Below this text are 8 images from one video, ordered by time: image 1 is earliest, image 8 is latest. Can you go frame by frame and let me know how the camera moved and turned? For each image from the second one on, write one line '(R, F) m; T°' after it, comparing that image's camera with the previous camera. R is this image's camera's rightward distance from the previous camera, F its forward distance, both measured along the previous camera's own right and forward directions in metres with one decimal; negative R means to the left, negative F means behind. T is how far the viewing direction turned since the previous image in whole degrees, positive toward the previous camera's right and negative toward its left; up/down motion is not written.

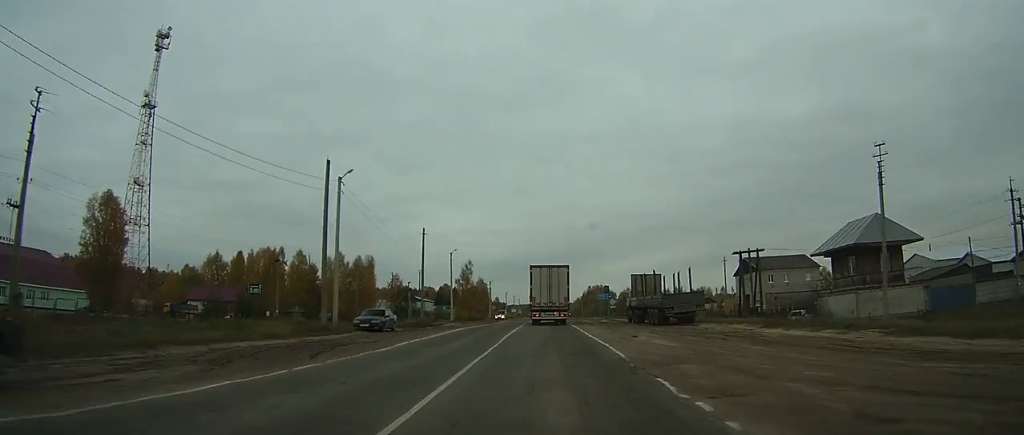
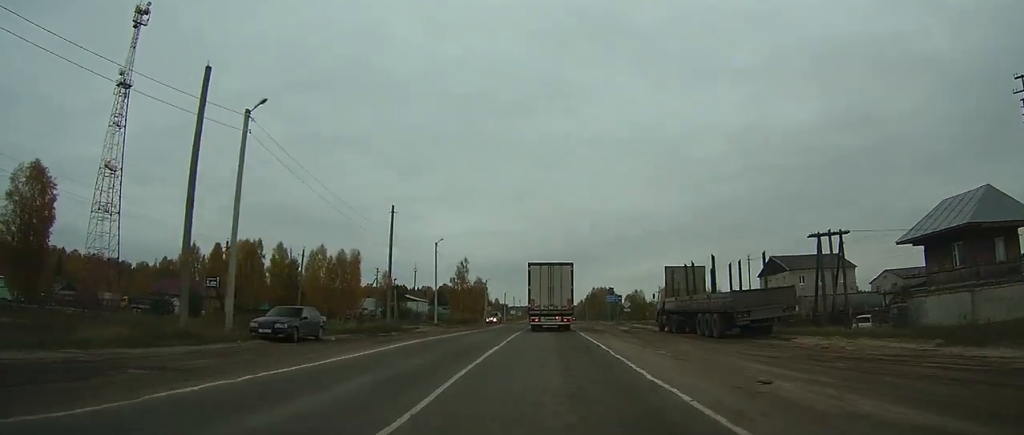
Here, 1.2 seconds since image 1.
(+0.1, +12.3) m; 0°
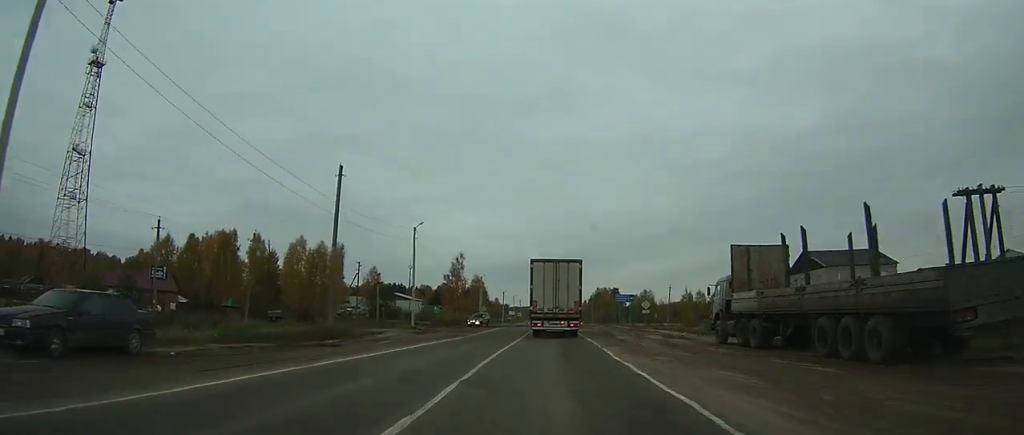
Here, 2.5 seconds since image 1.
(0.0, +12.1) m; 0°
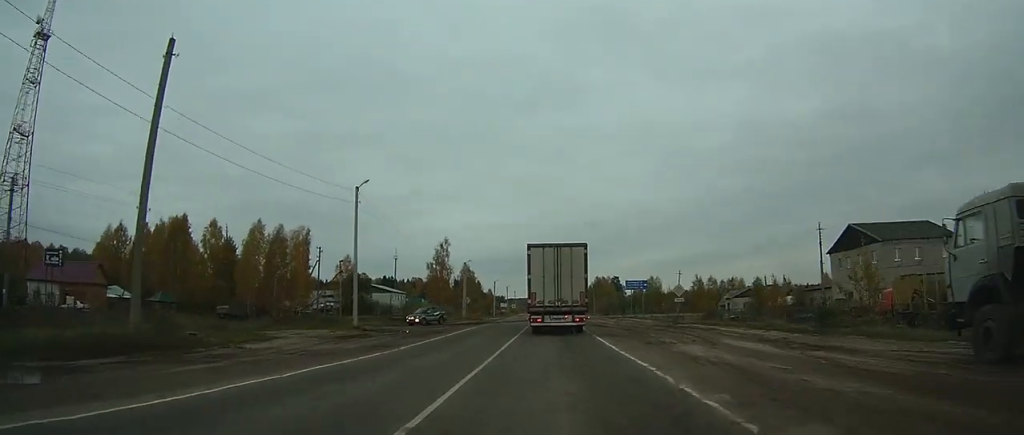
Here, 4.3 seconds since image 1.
(0.0, +15.5) m; 0°
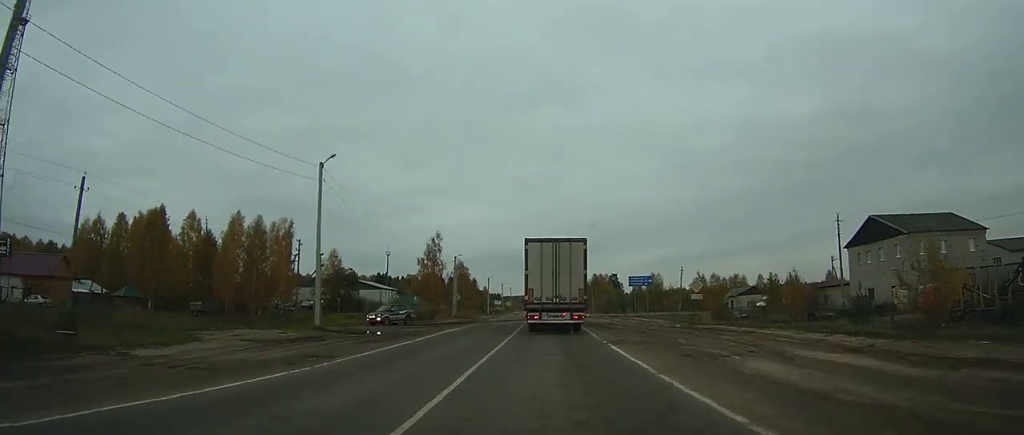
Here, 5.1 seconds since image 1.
(+0.1, +5.8) m; 0°
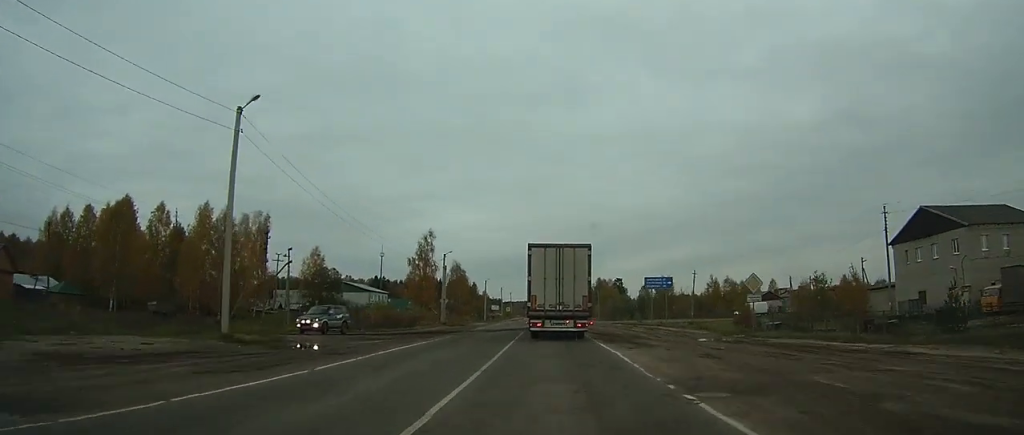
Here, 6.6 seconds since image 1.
(0.0, +10.3) m; -1°
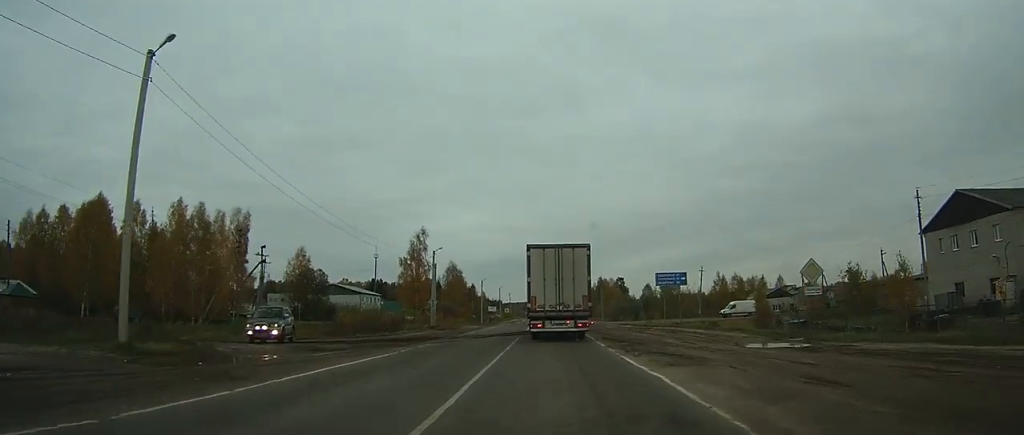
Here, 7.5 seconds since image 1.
(-0.1, +6.2) m; -1°
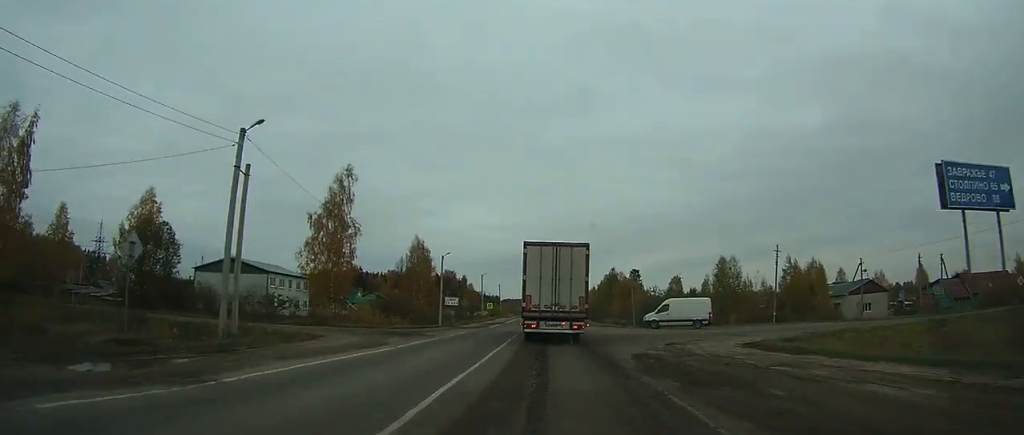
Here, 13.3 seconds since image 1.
(+0.2, +41.7) m; 0°
